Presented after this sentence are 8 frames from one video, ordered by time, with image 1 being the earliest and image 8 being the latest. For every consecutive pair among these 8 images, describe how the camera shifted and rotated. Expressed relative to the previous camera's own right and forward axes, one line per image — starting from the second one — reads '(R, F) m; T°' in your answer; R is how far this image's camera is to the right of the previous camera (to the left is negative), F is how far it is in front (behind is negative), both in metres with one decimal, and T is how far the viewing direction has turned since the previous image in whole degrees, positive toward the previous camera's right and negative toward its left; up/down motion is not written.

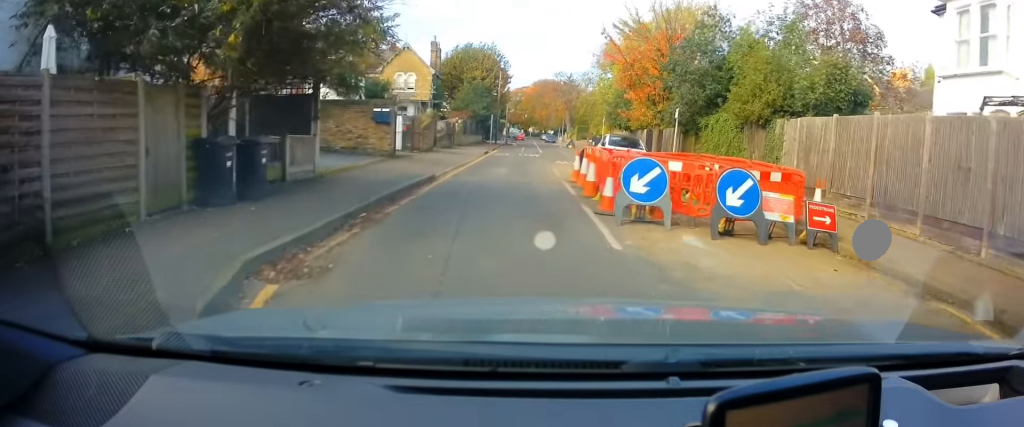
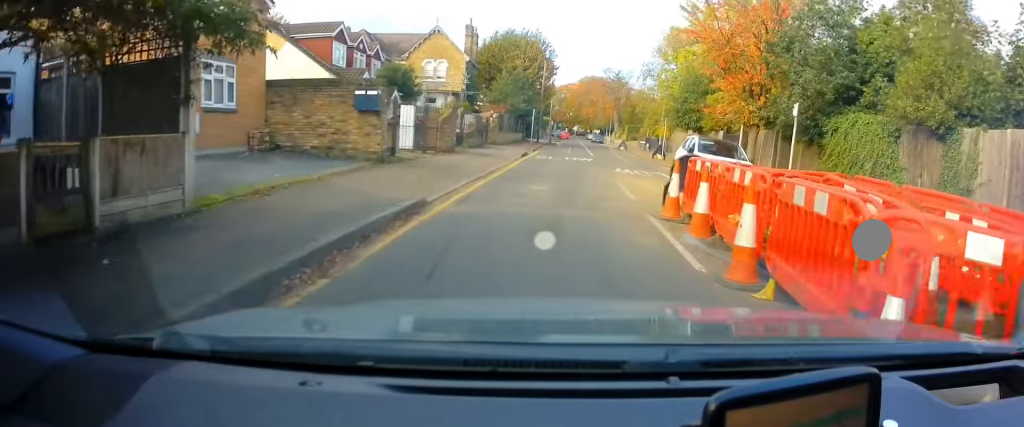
(-0.3, +6.4) m; -4°
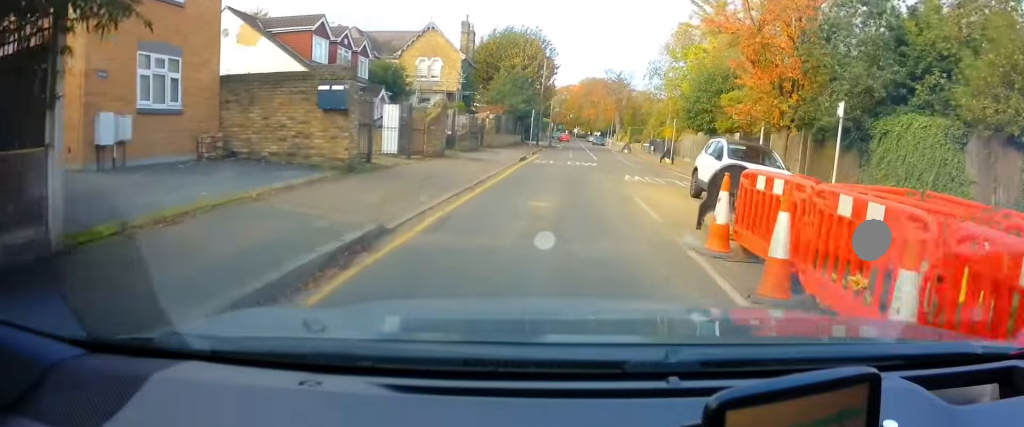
(+0.3, +2.4) m; 0°
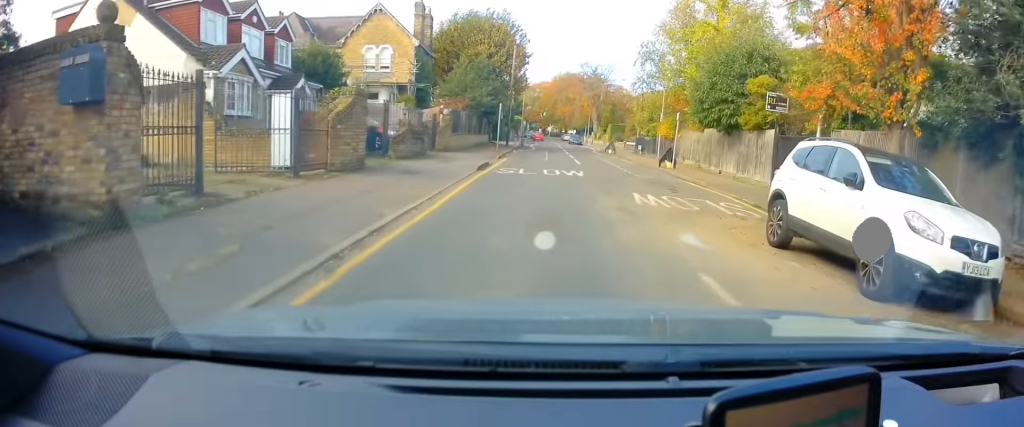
(-0.3, +6.8) m; +1°
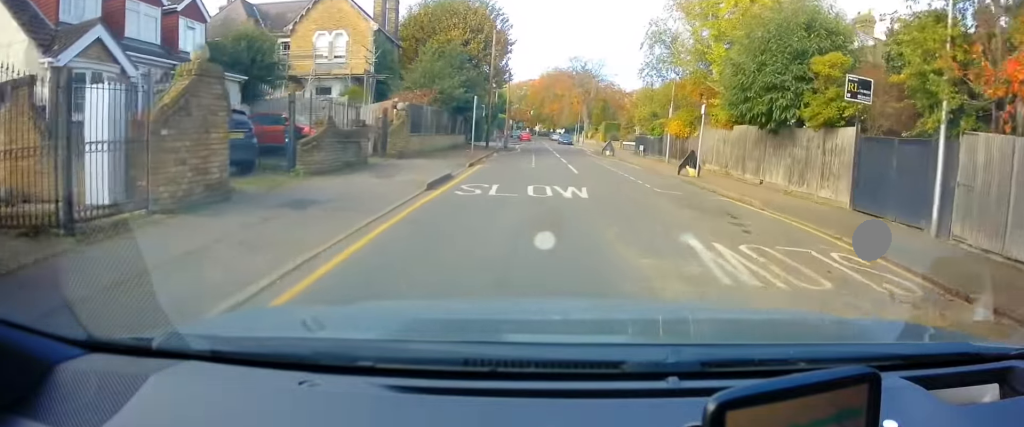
(+0.4, +6.1) m; +4°
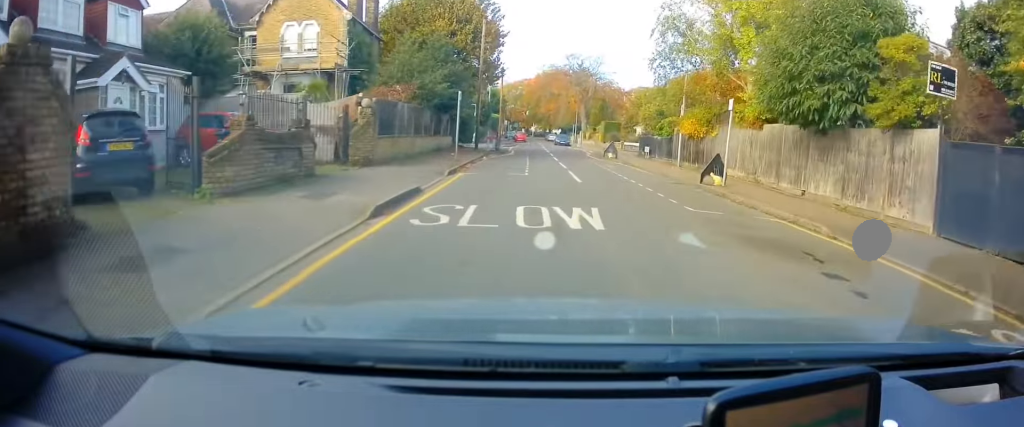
(0.0, +3.5) m; -2°
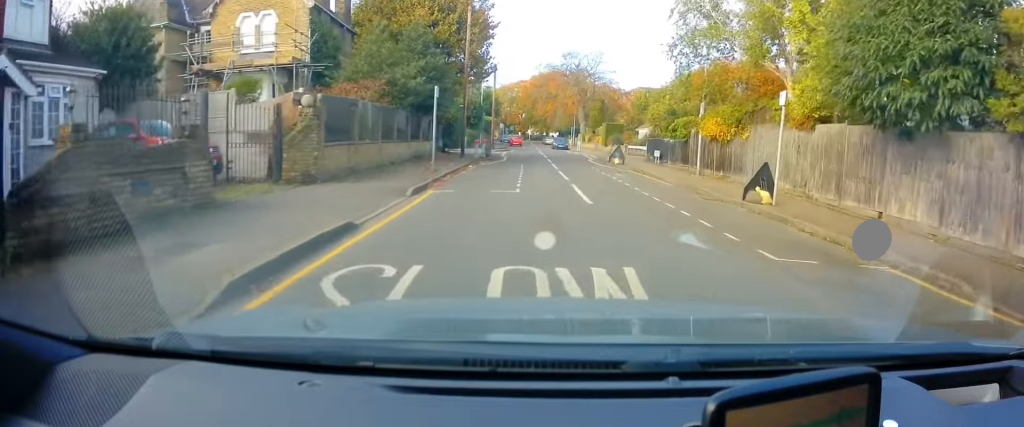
(0.0, +4.1) m; -4°
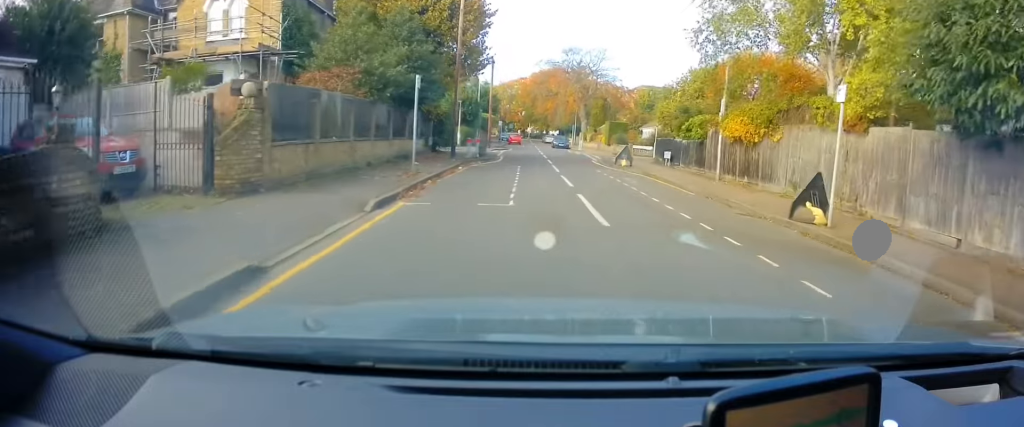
(-0.3, +2.7) m; 0°
